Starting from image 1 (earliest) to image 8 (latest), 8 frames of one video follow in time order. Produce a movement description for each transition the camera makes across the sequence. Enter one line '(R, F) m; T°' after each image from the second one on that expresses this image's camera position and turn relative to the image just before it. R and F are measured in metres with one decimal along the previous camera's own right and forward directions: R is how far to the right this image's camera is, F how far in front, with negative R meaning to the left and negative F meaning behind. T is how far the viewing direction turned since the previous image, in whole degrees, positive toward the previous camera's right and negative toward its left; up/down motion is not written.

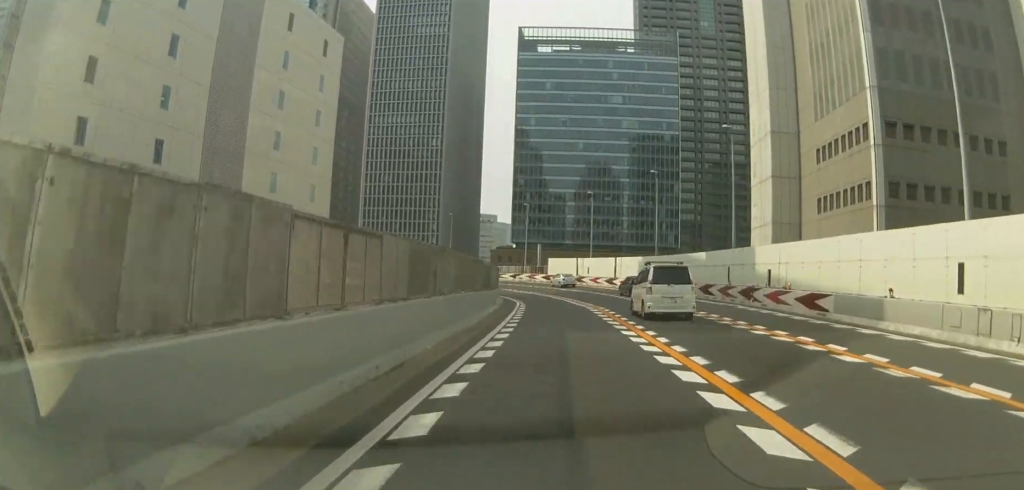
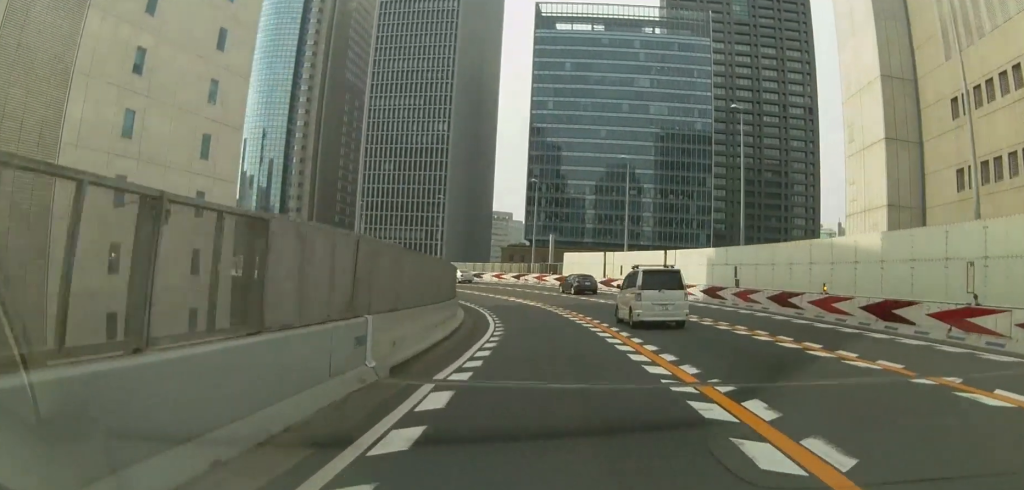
(0.0, +25.0) m; -1°
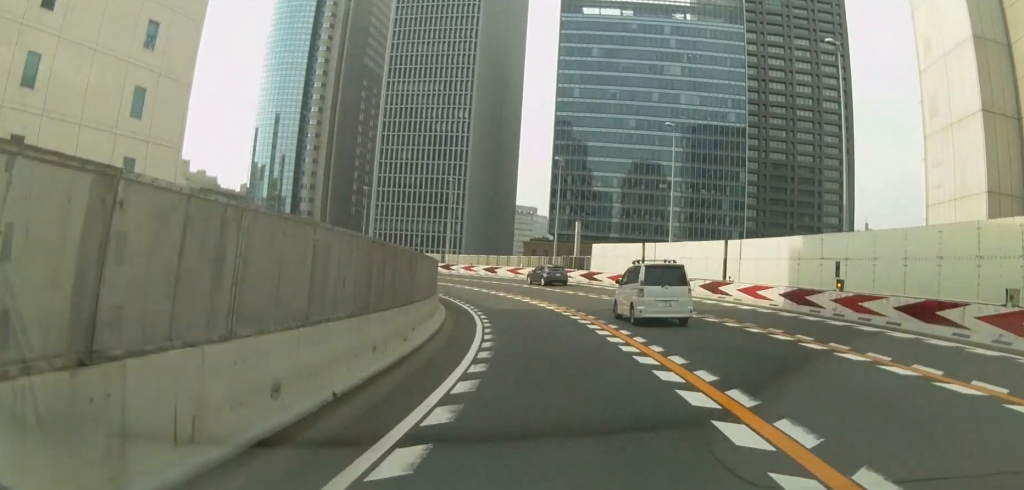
(-0.1, +11.1) m; -1°
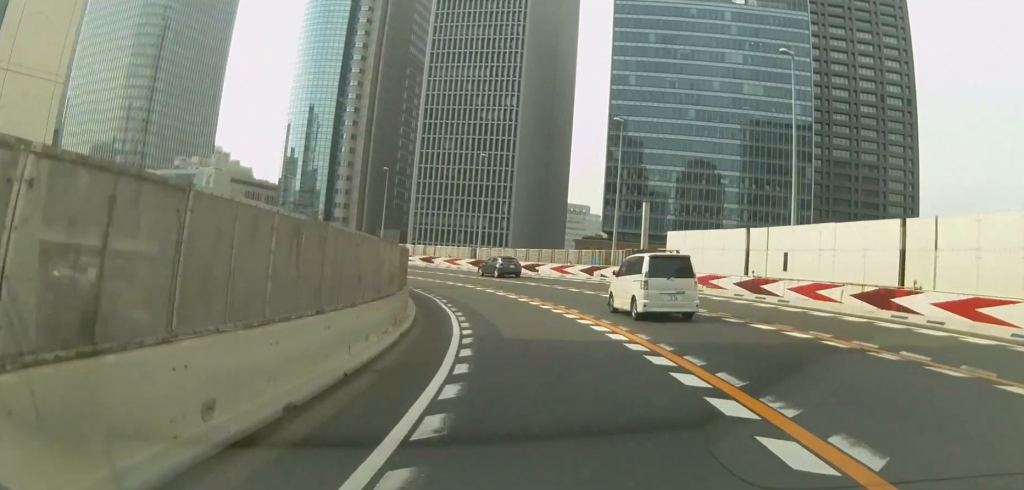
(-0.2, +15.1) m; -1°
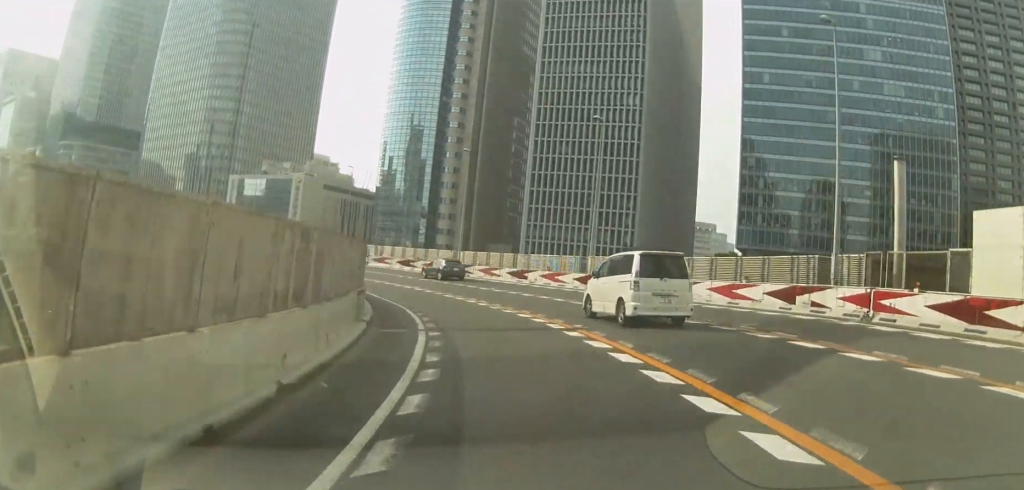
(-0.1, +21.9) m; -4°
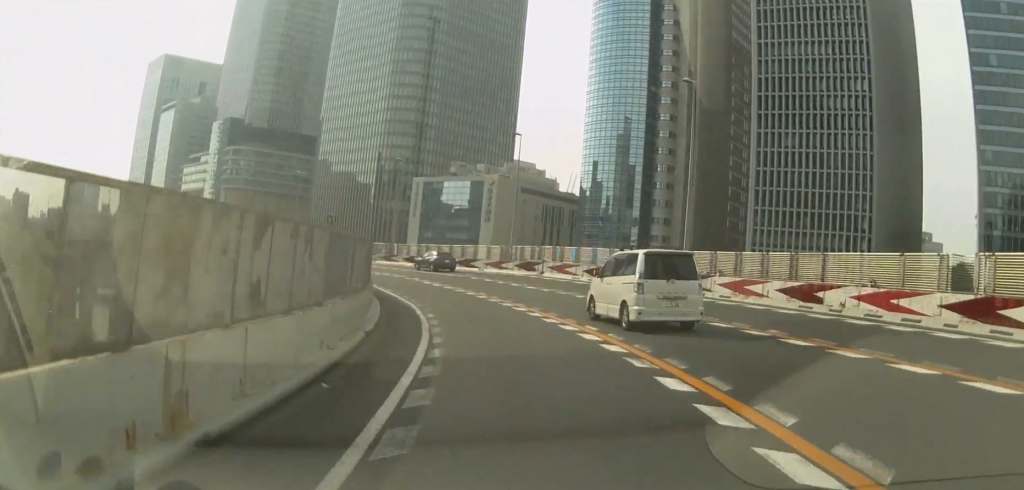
(-3.2, +23.9) m; -20°
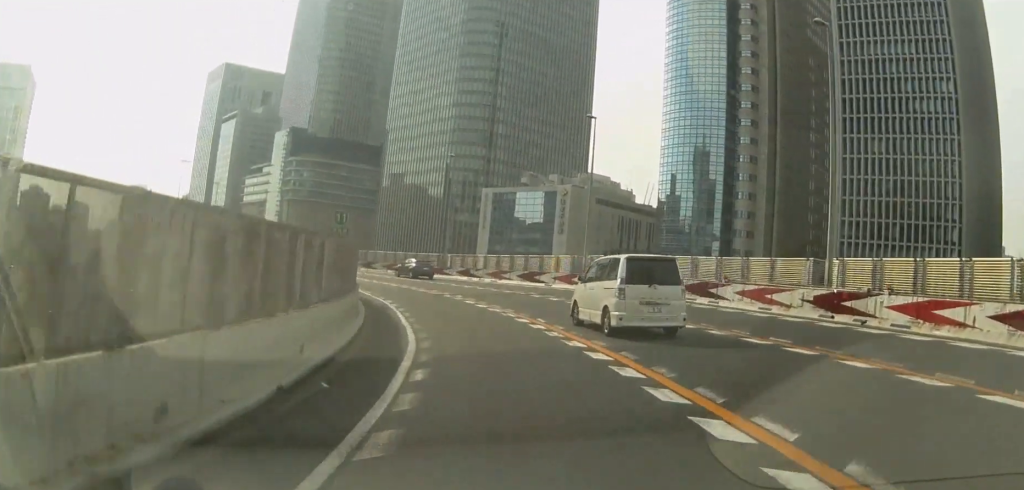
(-1.0, +10.4) m; -7°
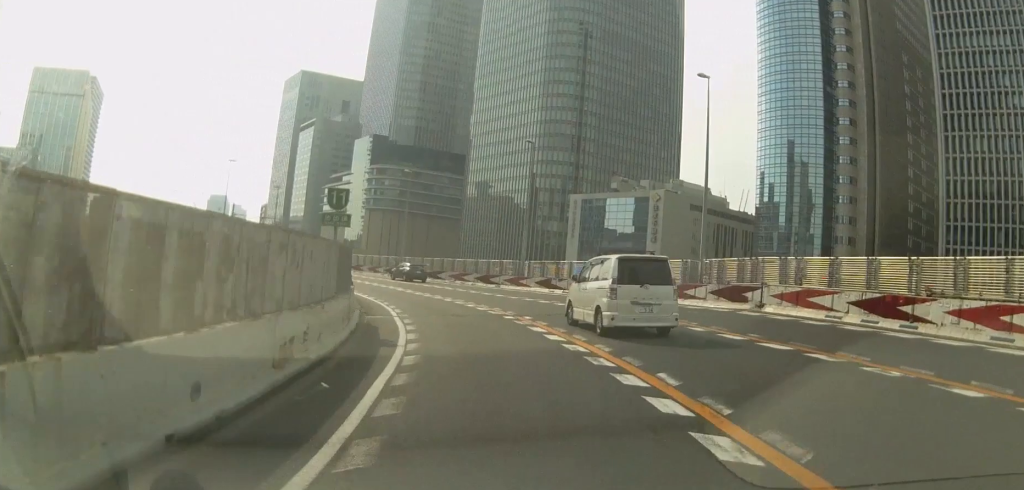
(-0.6, +10.8) m; -6°
